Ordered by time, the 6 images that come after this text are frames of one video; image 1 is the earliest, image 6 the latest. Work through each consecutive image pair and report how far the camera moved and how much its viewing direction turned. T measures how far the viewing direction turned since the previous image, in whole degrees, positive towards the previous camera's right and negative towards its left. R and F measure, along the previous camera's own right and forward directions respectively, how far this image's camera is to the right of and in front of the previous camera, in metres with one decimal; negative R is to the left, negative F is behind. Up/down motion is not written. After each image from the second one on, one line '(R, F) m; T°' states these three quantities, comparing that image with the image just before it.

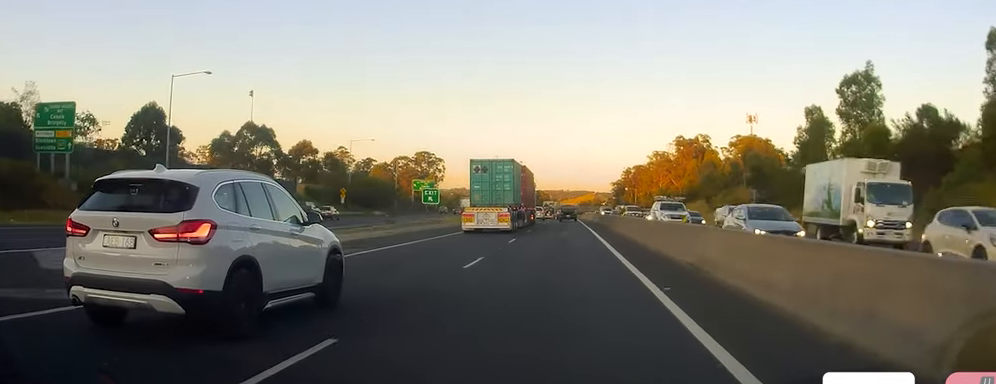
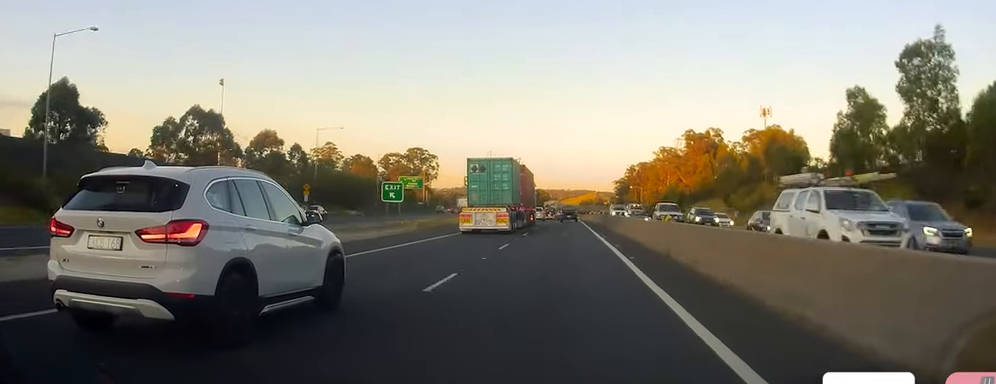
(+0.1, +16.6) m; 0°
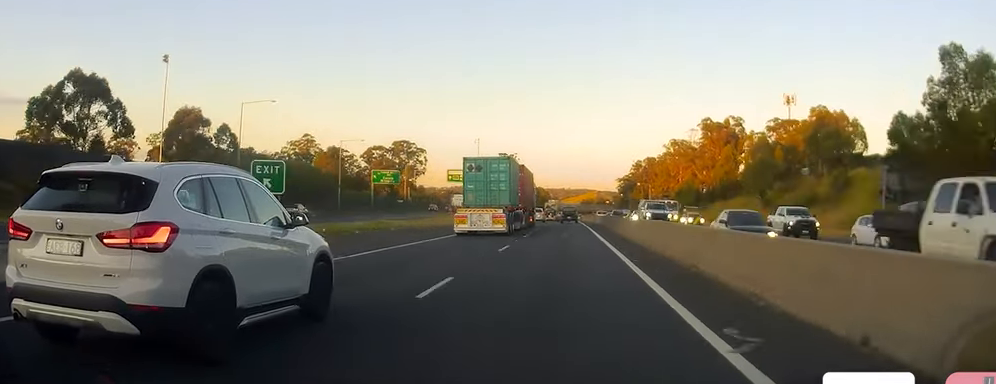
(0.0, +24.9) m; -2°
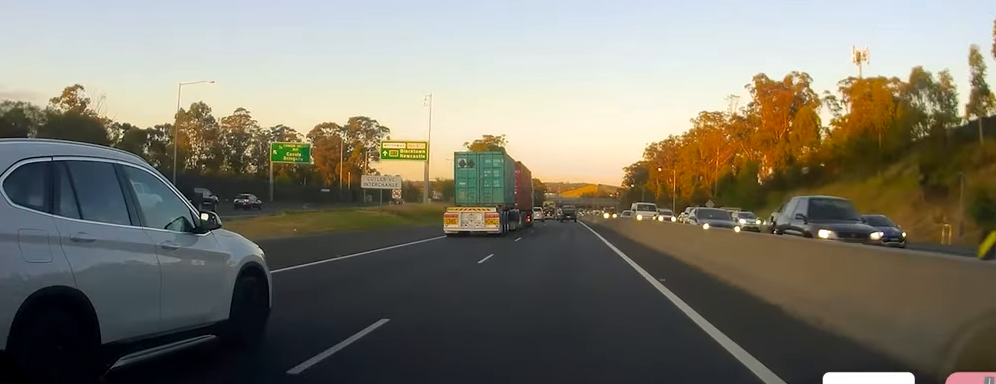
(+0.3, +52.4) m; +1°
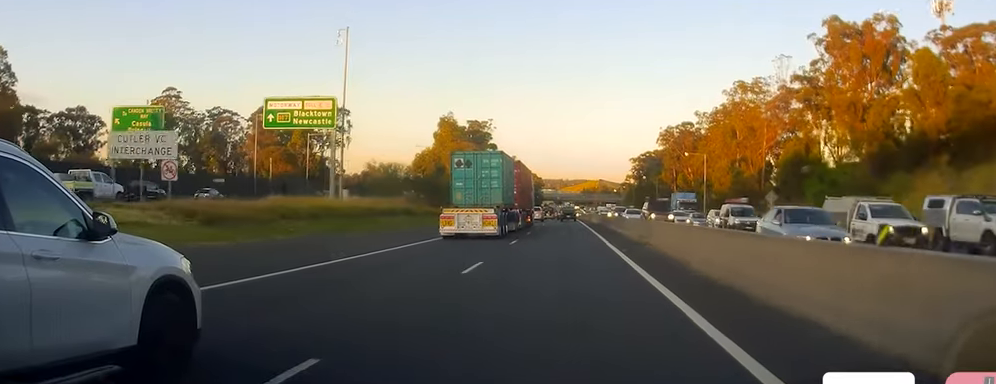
(-0.6, +37.9) m; -1°
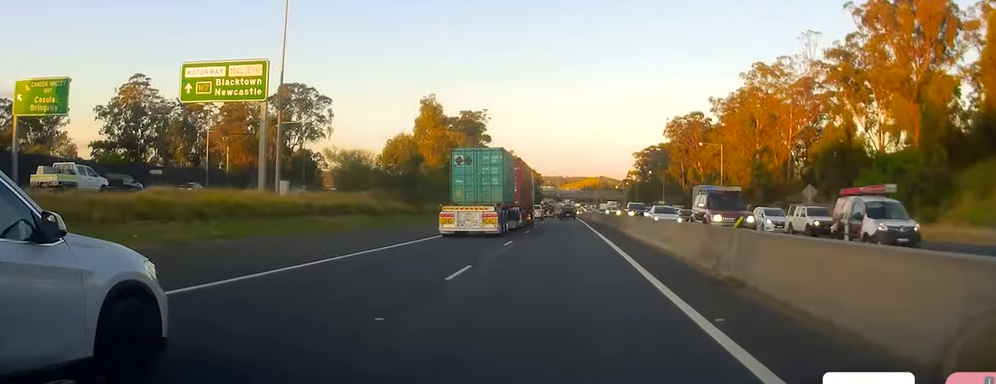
(0.0, +14.0) m; 0°
